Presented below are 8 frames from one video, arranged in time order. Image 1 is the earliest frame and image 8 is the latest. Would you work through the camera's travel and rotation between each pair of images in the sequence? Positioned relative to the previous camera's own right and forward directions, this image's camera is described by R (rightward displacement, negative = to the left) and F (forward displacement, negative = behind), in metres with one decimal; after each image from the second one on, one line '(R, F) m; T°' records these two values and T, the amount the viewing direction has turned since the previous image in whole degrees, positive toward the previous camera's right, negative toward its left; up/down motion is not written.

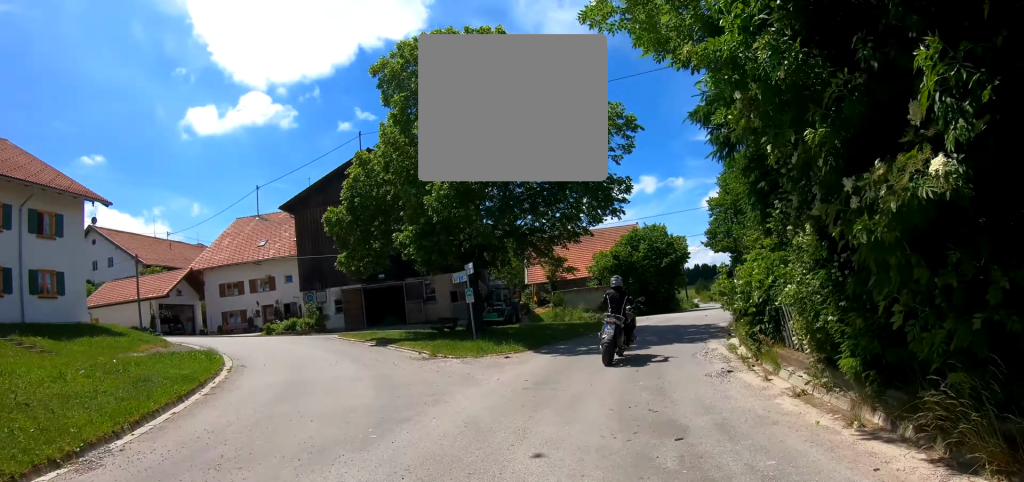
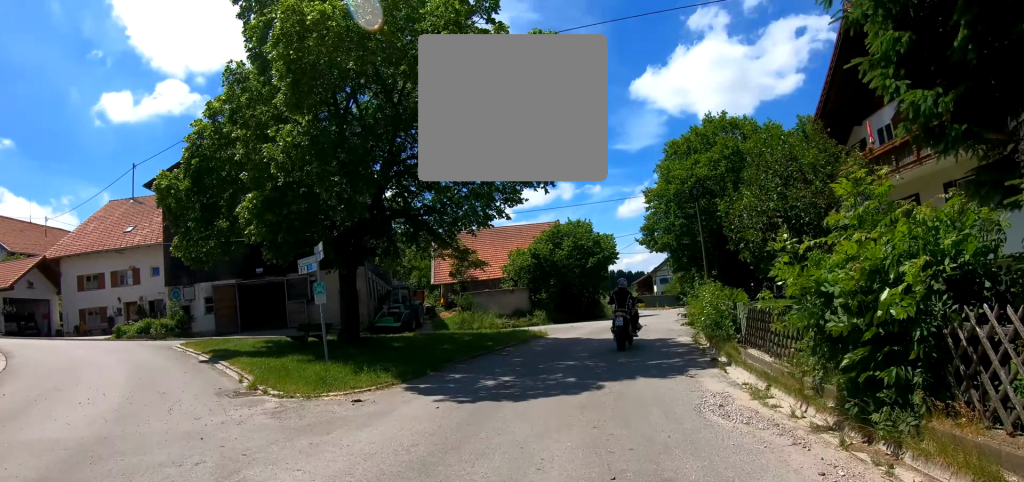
(+0.3, +4.5) m; +7°
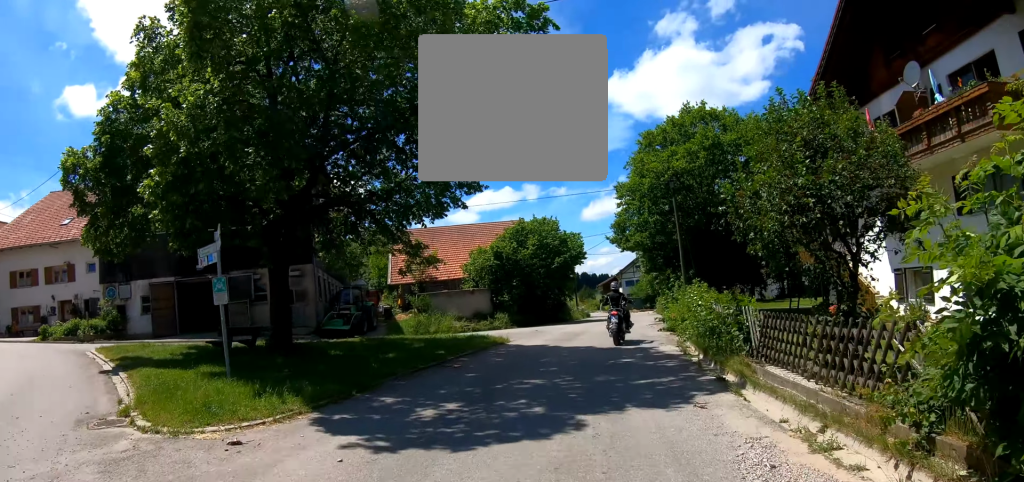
(0.0, +2.0) m; +2°
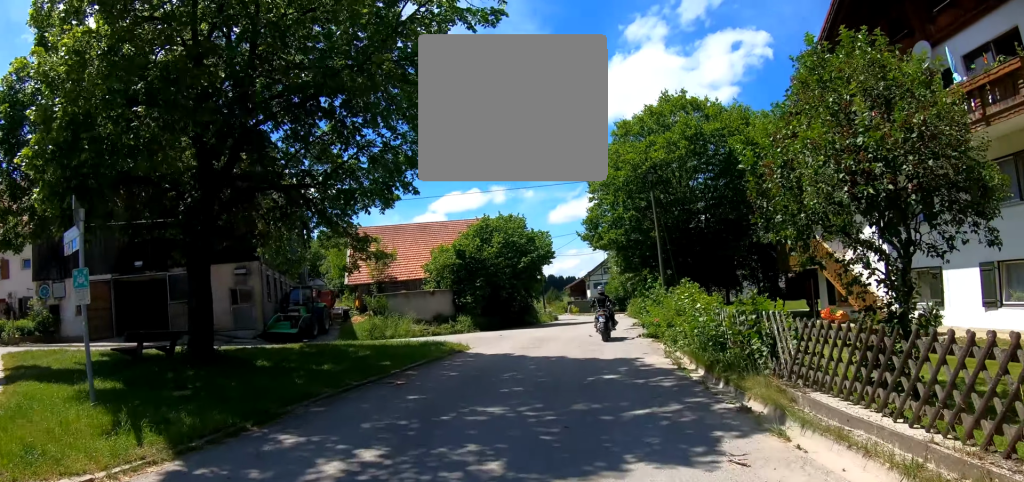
(+0.1, +2.0) m; +1°
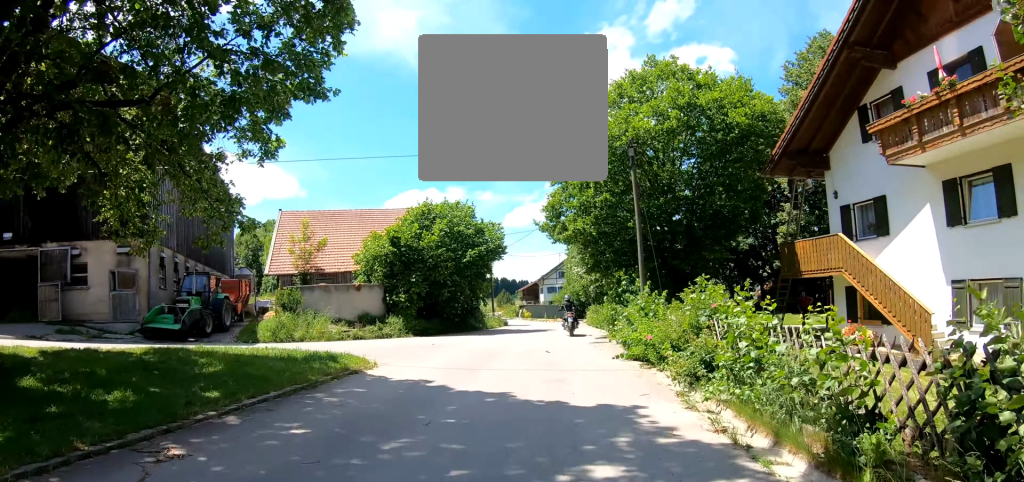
(+0.1, +4.8) m; +2°
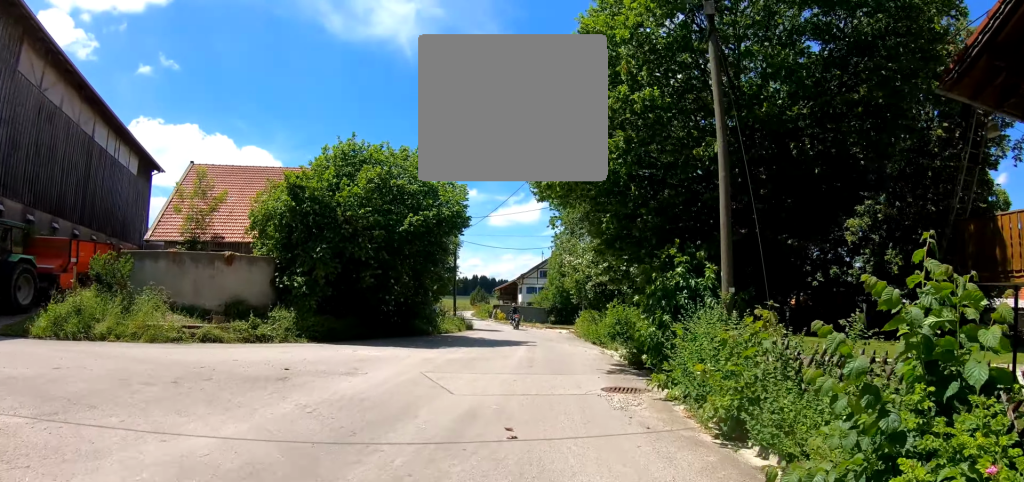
(+0.5, +11.0) m; +3°
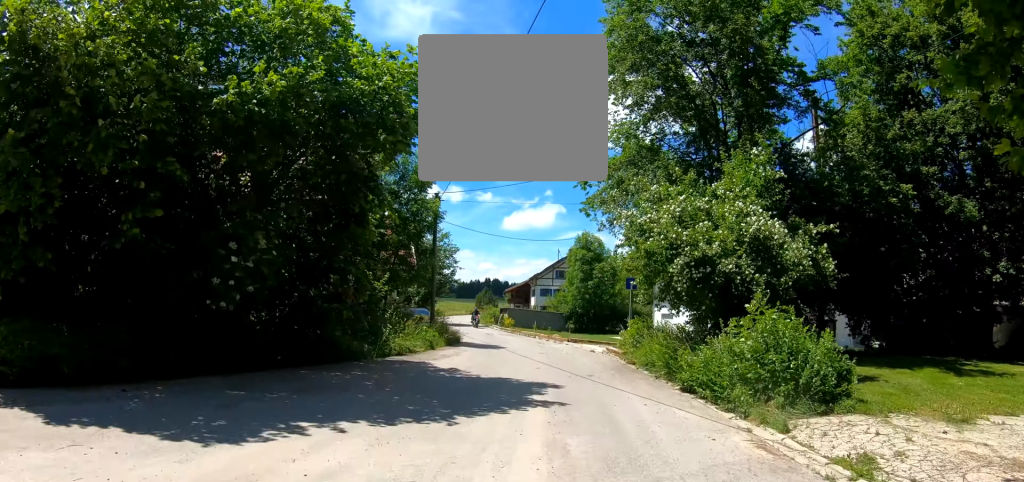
(-0.5, +13.4) m; -4°
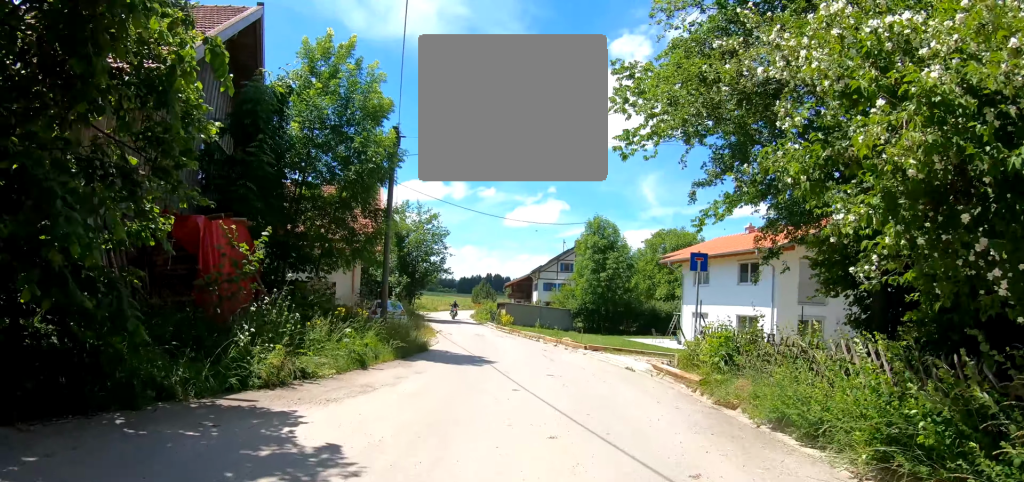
(-0.2, +7.9) m; -3°
